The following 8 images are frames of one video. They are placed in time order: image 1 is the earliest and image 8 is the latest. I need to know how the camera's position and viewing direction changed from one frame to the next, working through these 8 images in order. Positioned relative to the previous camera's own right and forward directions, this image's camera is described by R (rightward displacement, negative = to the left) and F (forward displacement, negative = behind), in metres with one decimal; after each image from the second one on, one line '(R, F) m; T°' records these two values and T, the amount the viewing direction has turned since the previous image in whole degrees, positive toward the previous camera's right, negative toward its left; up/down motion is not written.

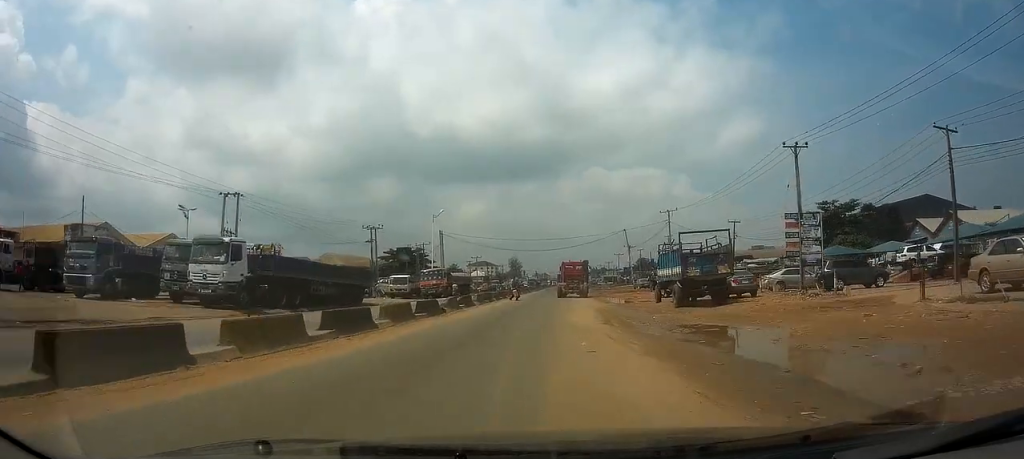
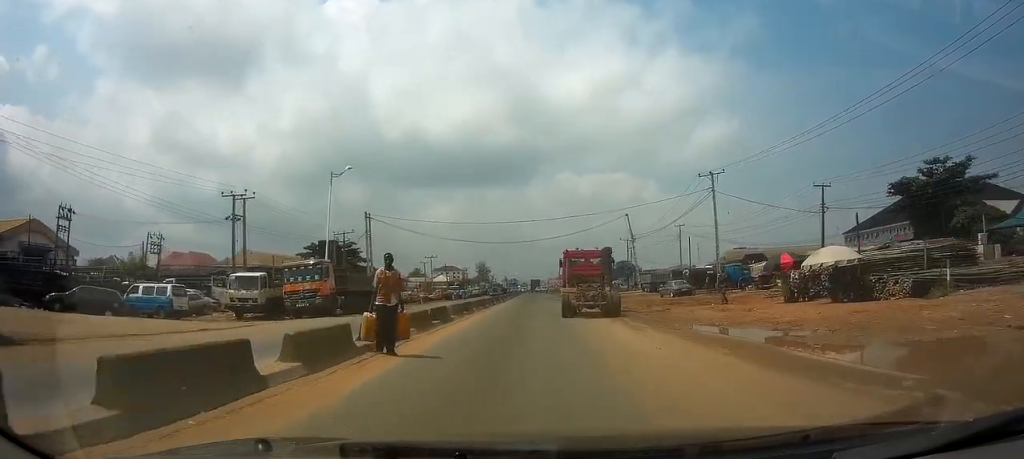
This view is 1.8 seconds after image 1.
(+0.3, +29.4) m; +1°
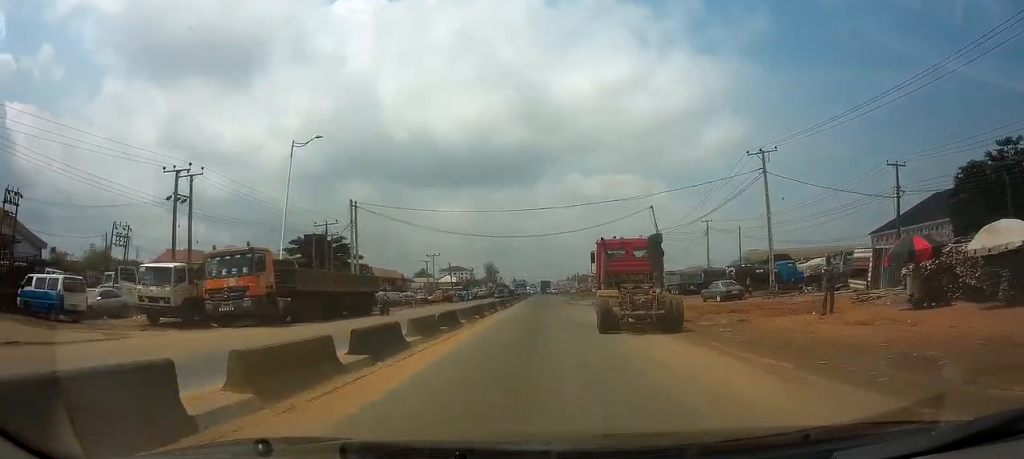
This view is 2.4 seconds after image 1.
(+0.1, +9.1) m; 0°
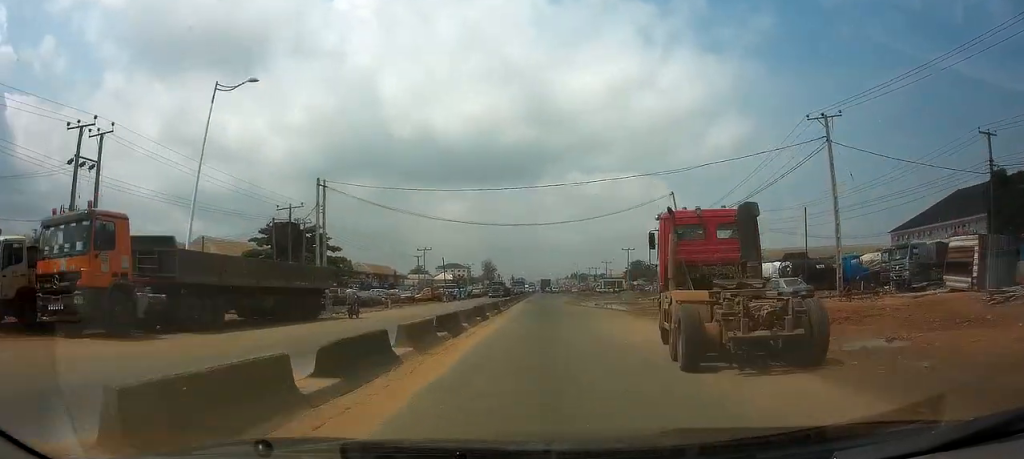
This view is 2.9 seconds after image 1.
(-0.1, +9.4) m; 0°
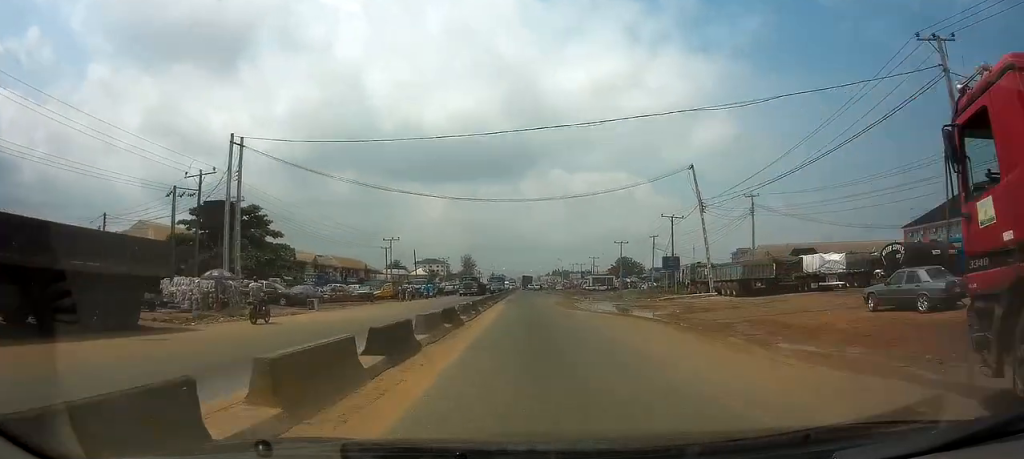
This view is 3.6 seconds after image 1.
(+0.1, +12.3) m; +1°
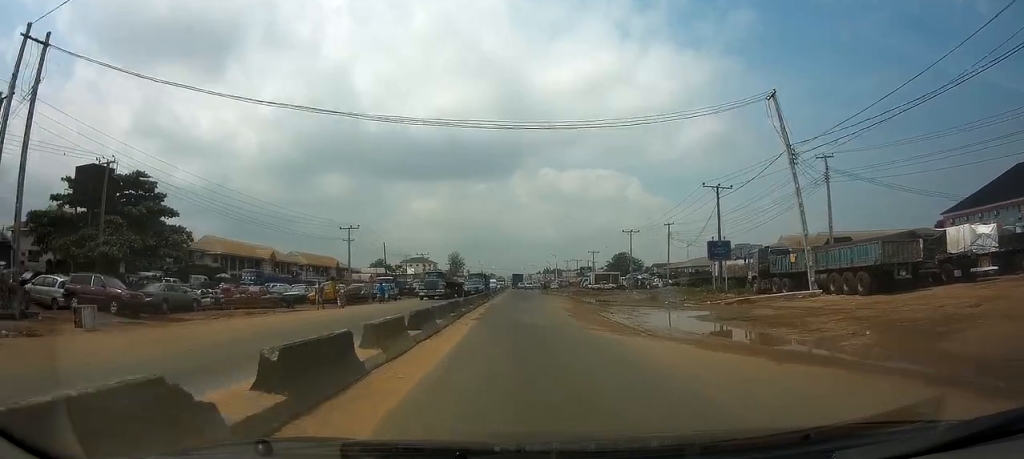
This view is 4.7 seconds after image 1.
(+0.2, +17.9) m; +1°
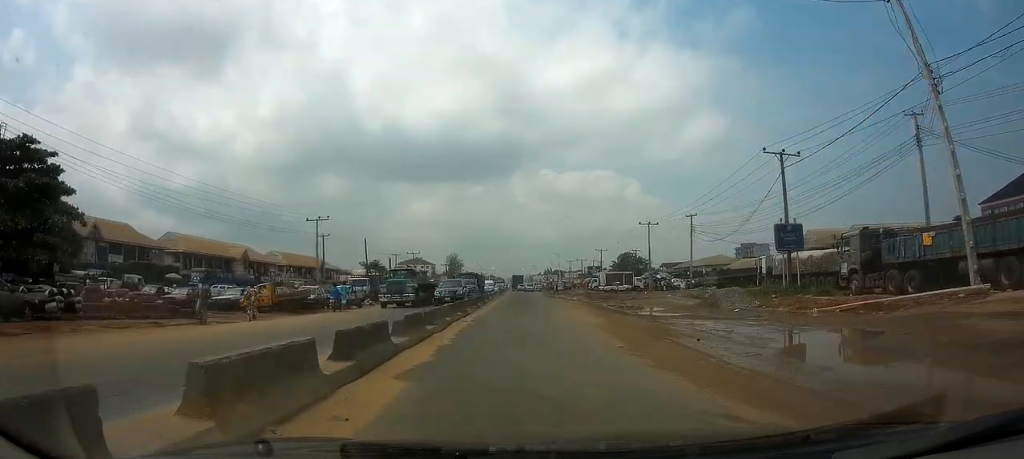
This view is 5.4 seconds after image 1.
(+0.1, +12.4) m; 0°
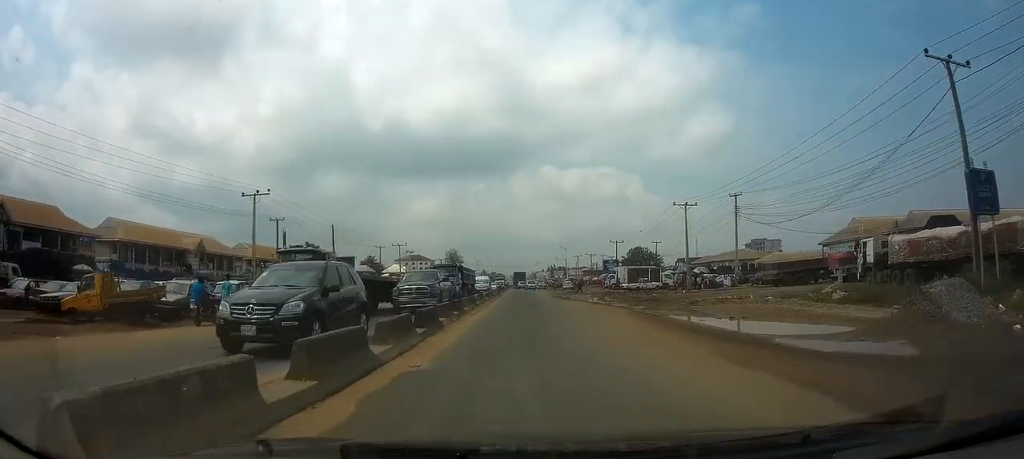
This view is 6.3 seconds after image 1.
(0.0, +15.8) m; 0°
